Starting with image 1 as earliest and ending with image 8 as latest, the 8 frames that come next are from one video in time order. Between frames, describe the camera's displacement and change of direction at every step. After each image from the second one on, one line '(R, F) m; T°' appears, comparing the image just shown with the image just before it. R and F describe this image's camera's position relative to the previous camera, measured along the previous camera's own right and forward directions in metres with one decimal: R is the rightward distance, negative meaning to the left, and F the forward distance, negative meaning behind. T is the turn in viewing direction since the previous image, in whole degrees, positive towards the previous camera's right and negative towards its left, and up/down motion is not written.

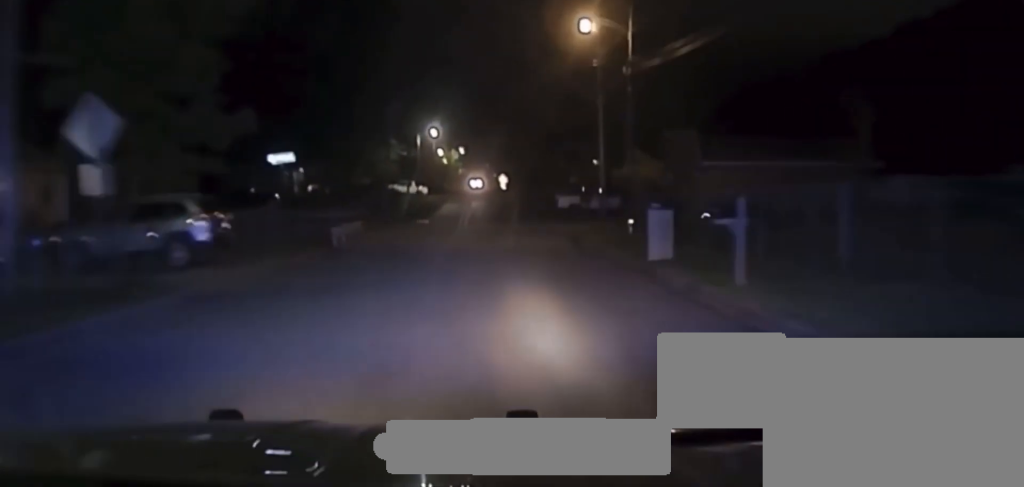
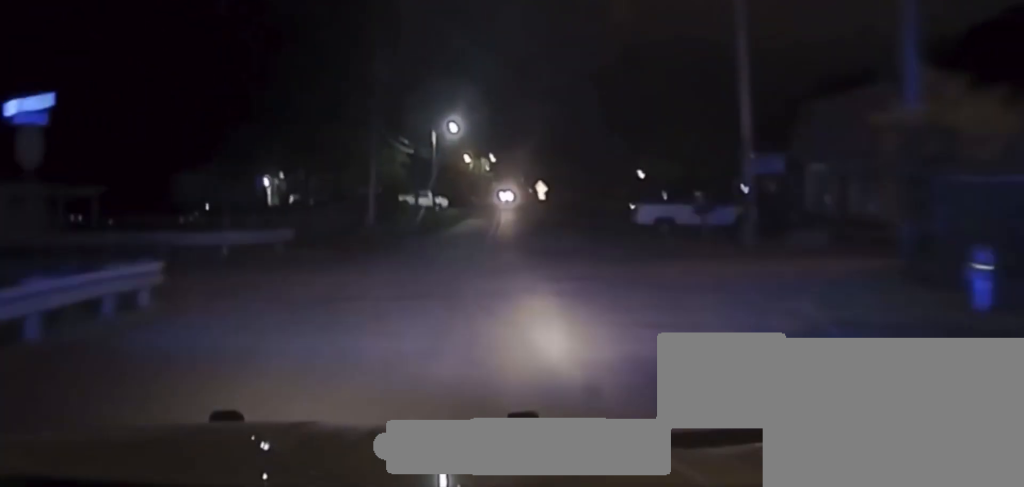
(-0.3, +22.4) m; -7°
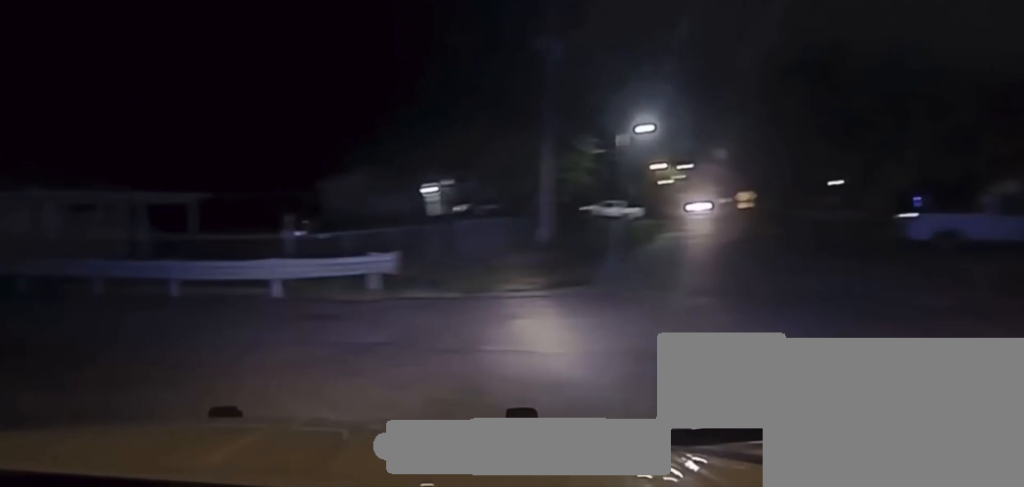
(-0.5, +11.5) m; -25°
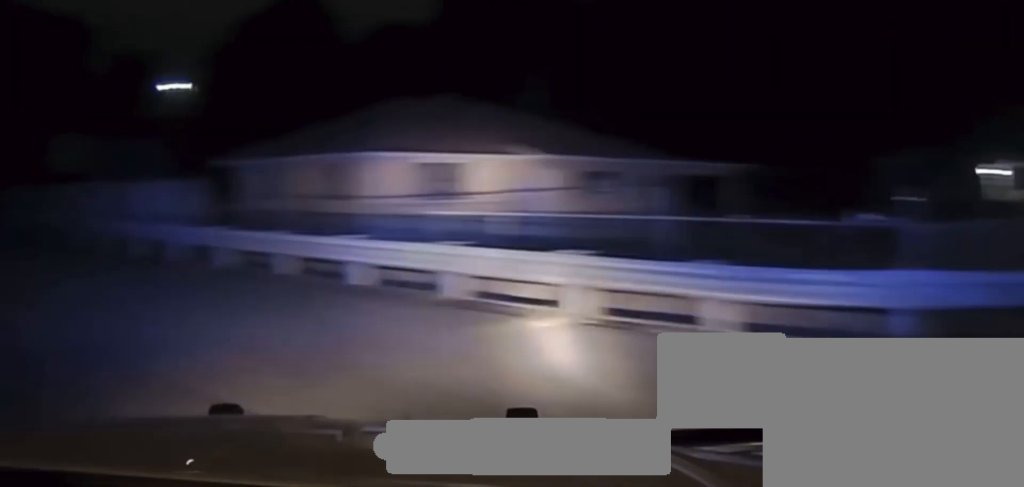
(-3.4, +8.5) m; -39°
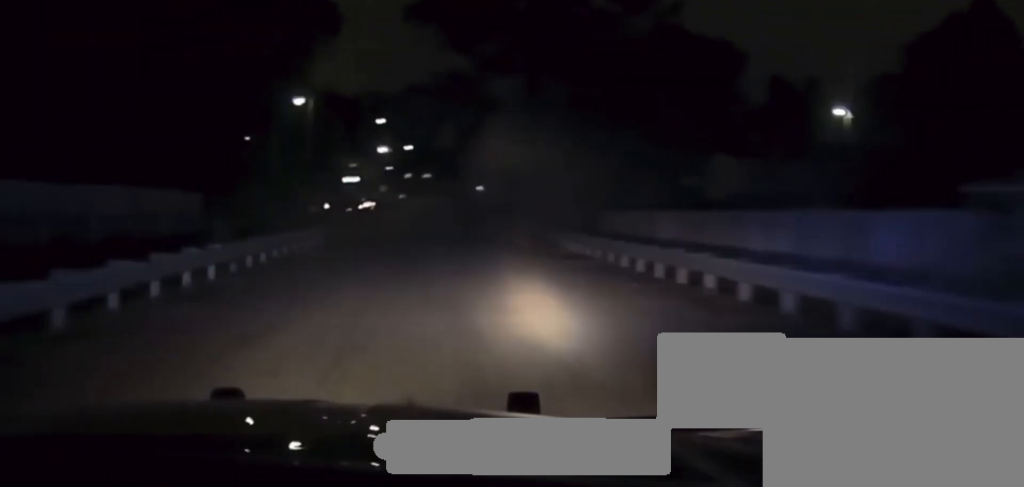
(-4.2, +11.9) m; -20°
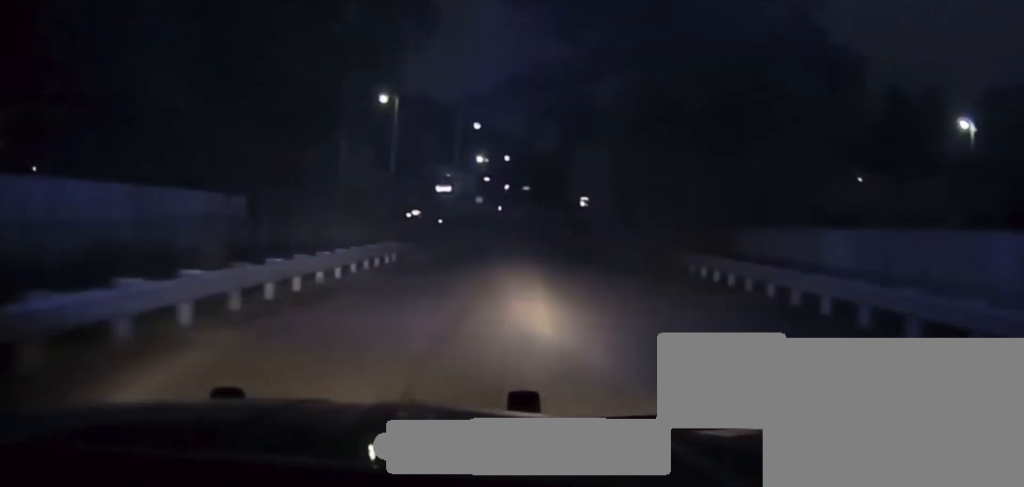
(-0.1, +7.8) m; -1°
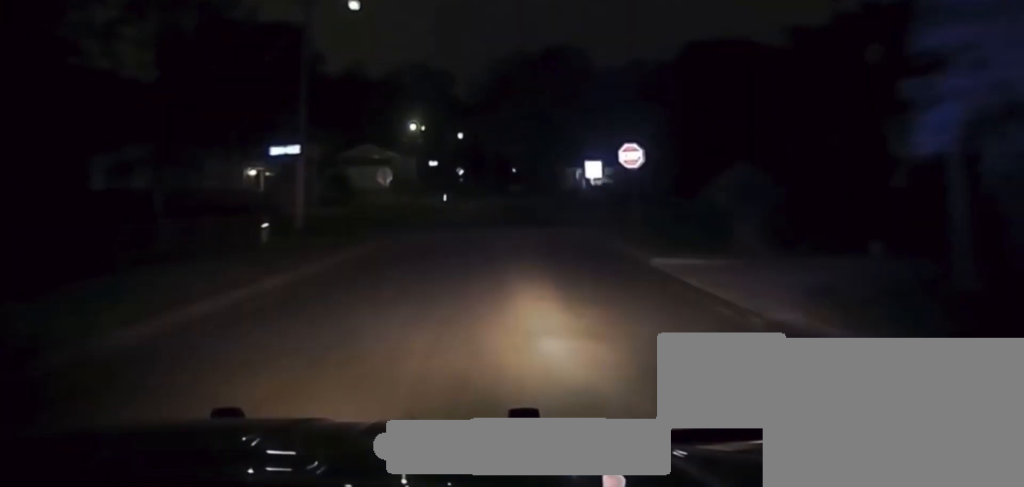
(+1.0, +39.3) m; +2°
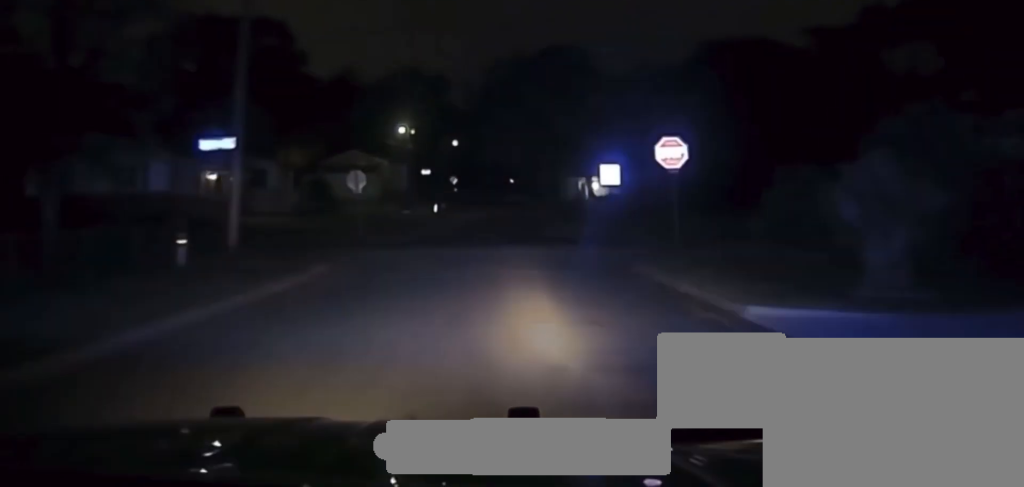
(0.0, +6.5) m; -1°
